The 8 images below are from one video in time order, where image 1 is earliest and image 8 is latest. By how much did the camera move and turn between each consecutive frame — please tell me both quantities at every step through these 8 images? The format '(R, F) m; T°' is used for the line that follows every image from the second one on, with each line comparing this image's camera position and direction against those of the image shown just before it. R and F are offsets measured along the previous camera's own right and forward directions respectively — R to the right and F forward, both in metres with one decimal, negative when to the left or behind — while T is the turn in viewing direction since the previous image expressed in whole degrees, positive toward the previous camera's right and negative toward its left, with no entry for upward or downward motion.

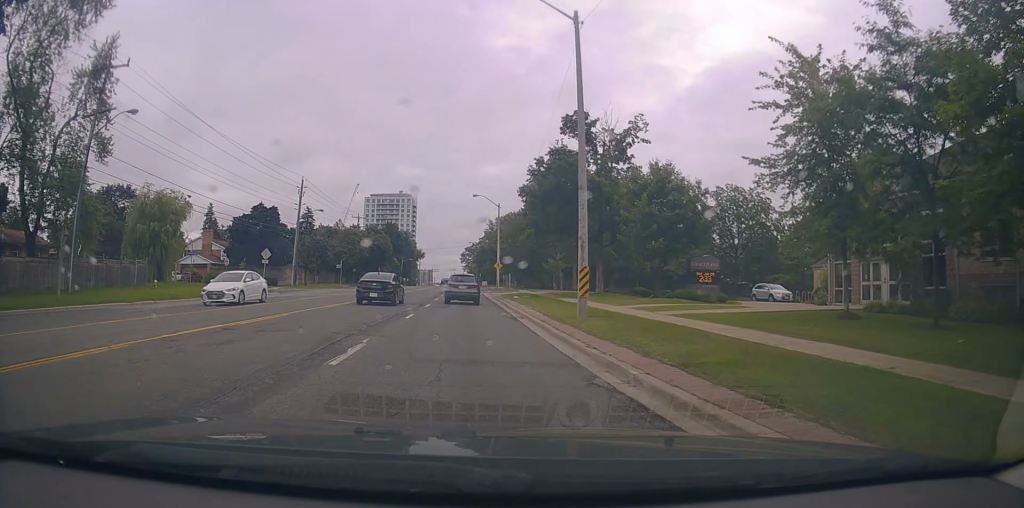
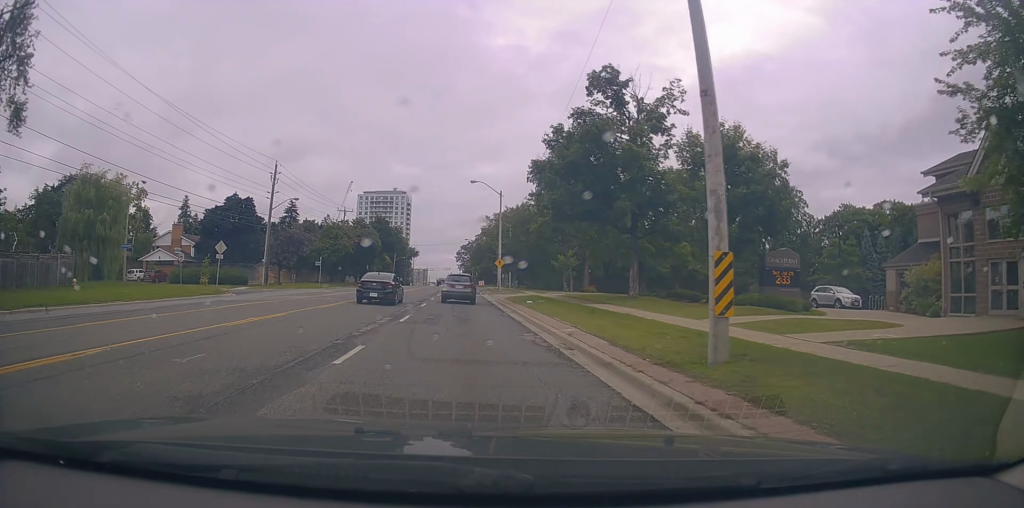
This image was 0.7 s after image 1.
(+0.7, +9.7) m; +2°
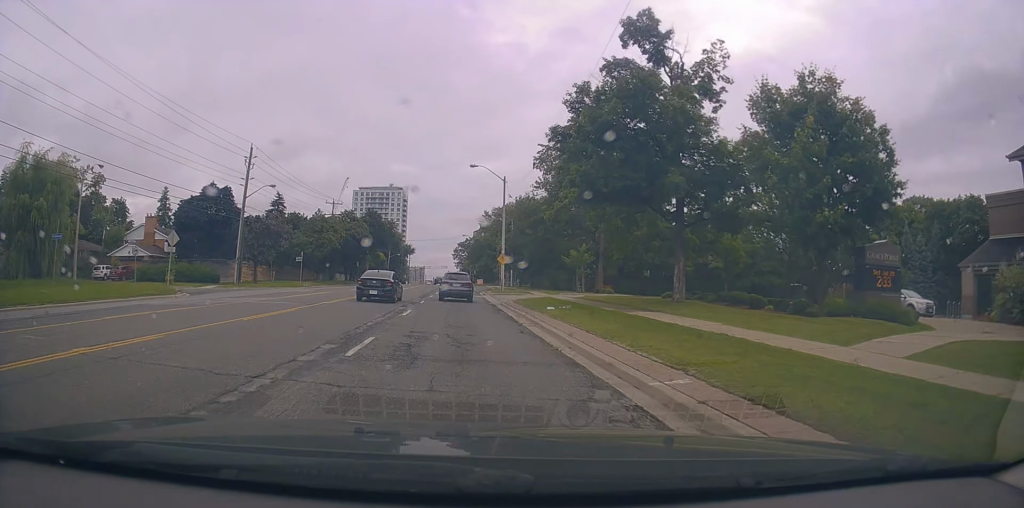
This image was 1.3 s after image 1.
(+0.2, +7.5) m; +1°
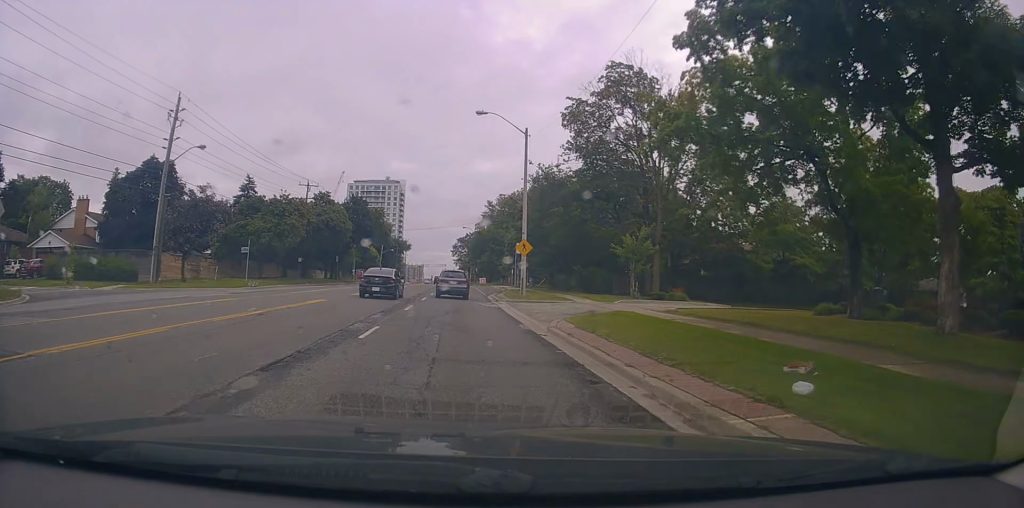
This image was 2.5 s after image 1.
(-0.2, +16.4) m; +1°
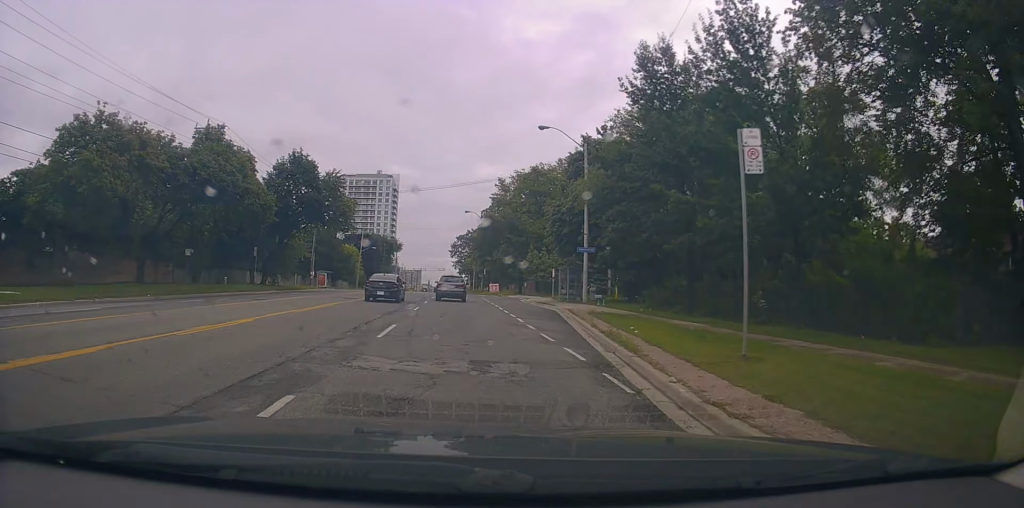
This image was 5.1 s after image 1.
(0.0, +34.0) m; -3°
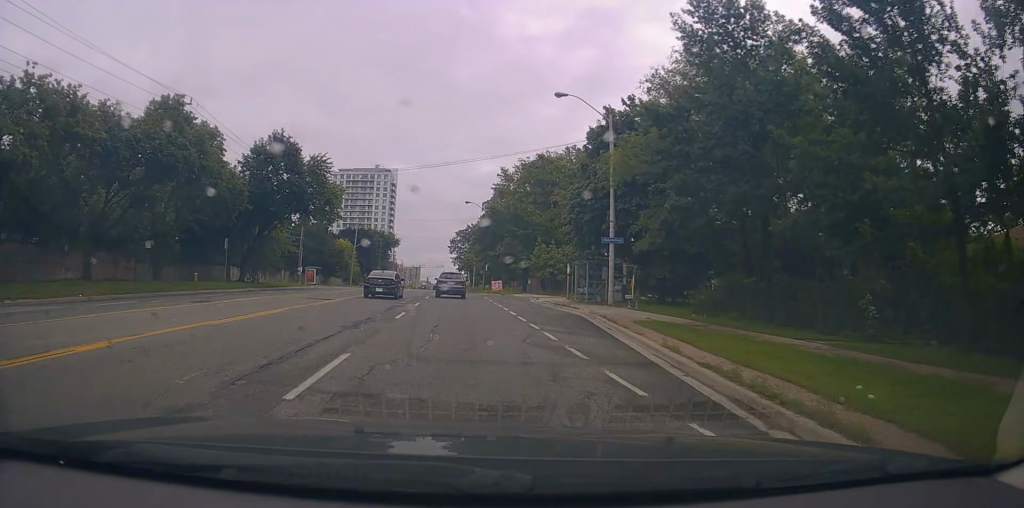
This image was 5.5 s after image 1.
(0.0, +6.4) m; 0°
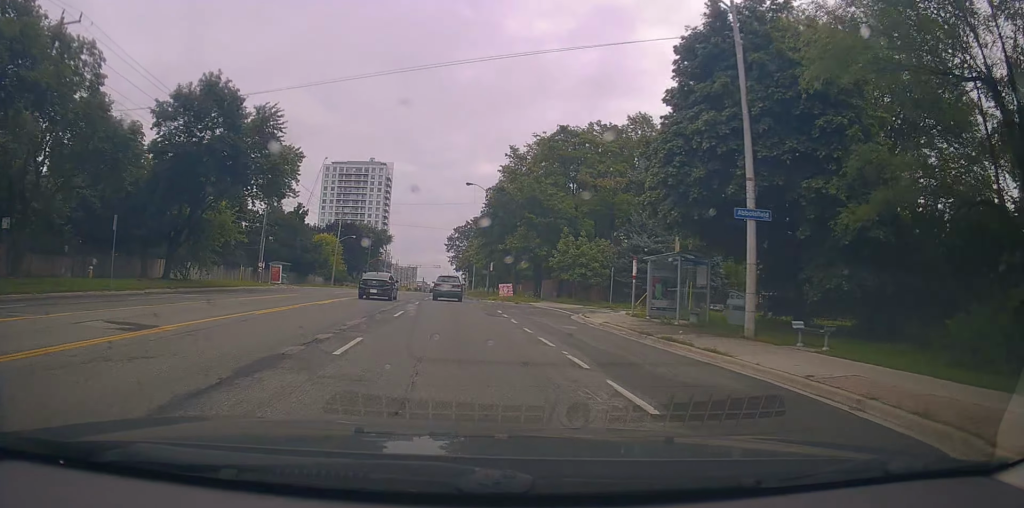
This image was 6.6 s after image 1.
(+0.1, +15.0) m; +2°
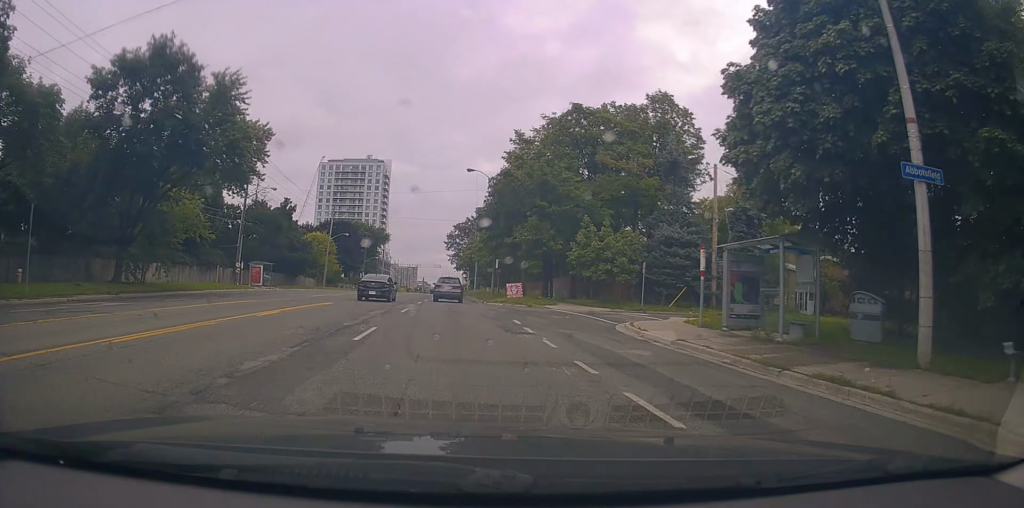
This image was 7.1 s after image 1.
(0.0, +6.8) m; +1°
